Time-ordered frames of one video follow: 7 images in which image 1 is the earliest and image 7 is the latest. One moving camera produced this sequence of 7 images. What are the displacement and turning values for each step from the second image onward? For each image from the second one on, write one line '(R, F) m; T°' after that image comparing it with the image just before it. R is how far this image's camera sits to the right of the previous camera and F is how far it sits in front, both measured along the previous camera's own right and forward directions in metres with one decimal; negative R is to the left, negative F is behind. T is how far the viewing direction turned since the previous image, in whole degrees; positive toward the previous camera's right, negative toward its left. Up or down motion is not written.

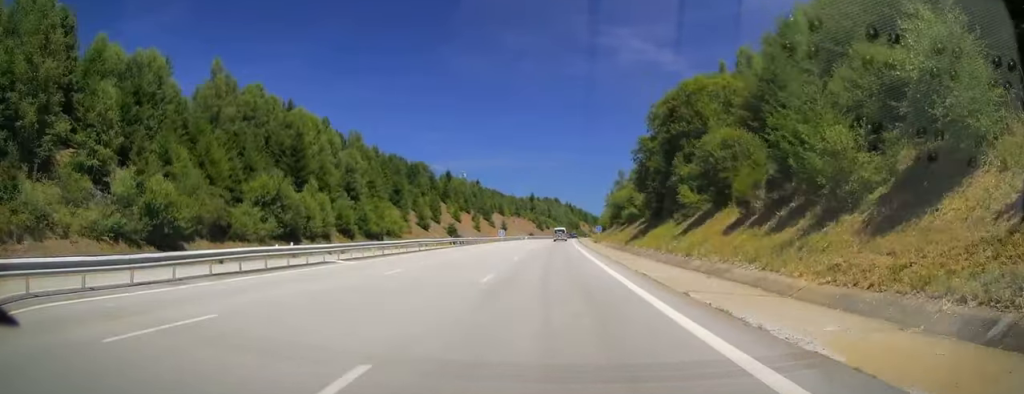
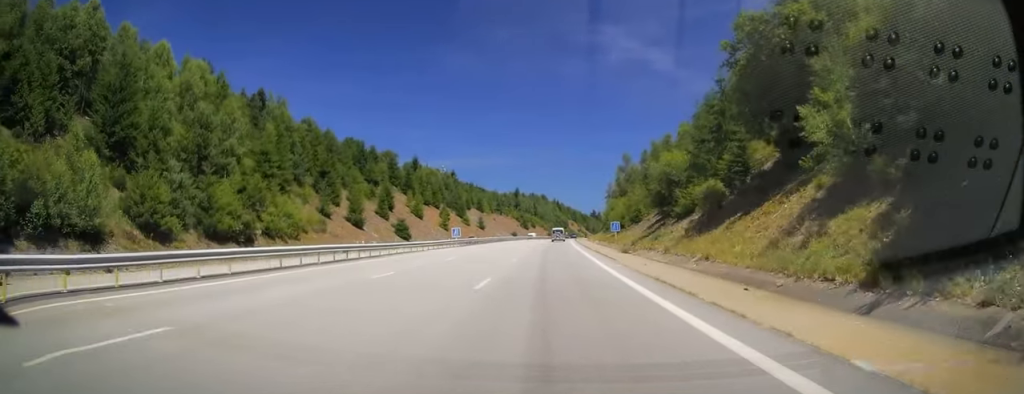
(+0.6, +40.4) m; +1°
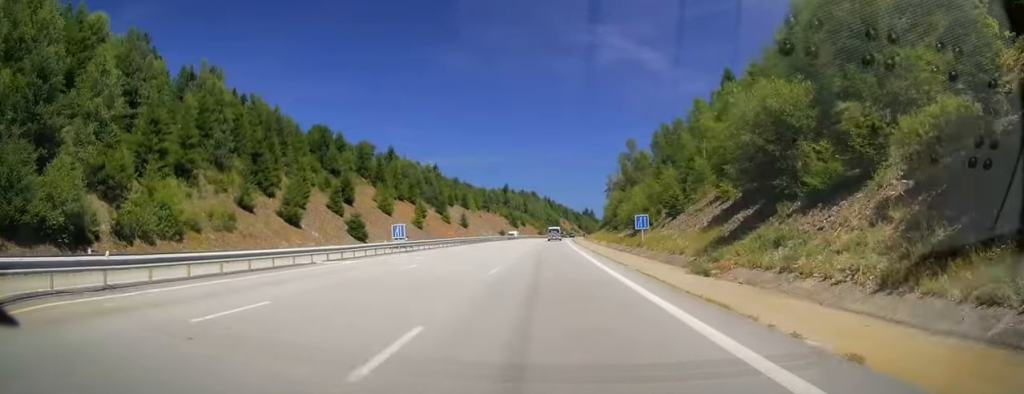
(+0.1, +22.2) m; +1°
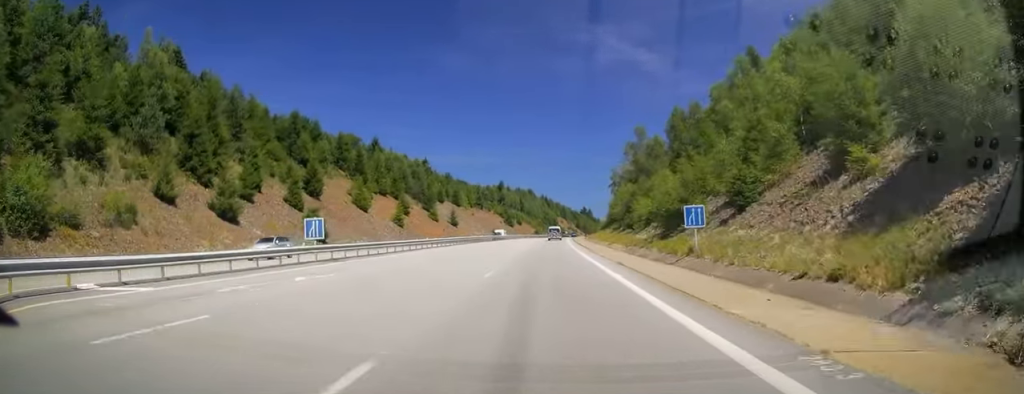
(+0.2, +15.3) m; 0°
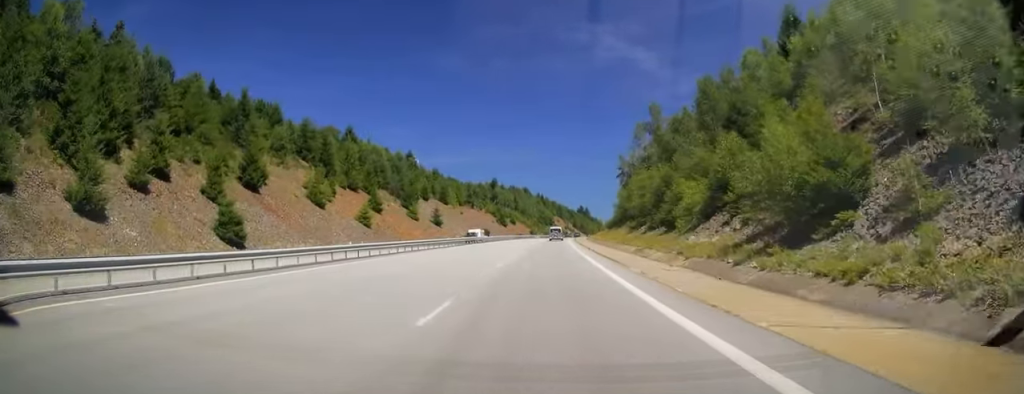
(0.0, +20.2) m; 0°
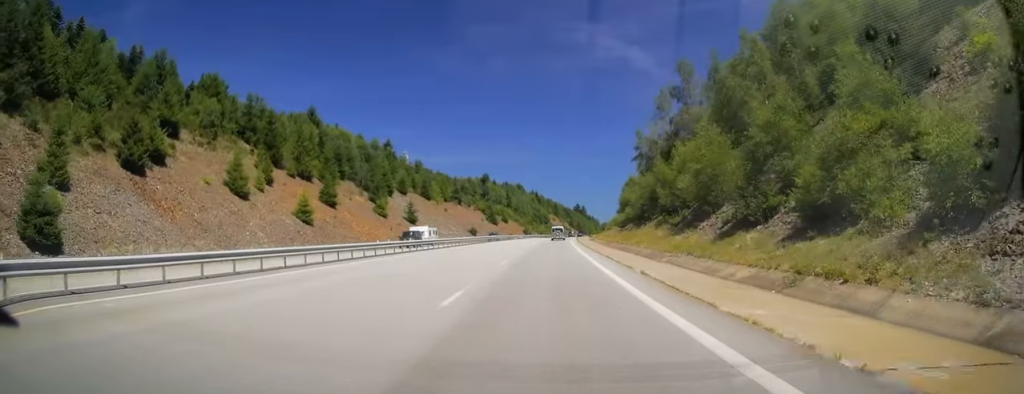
(-0.1, +23.7) m; +1°
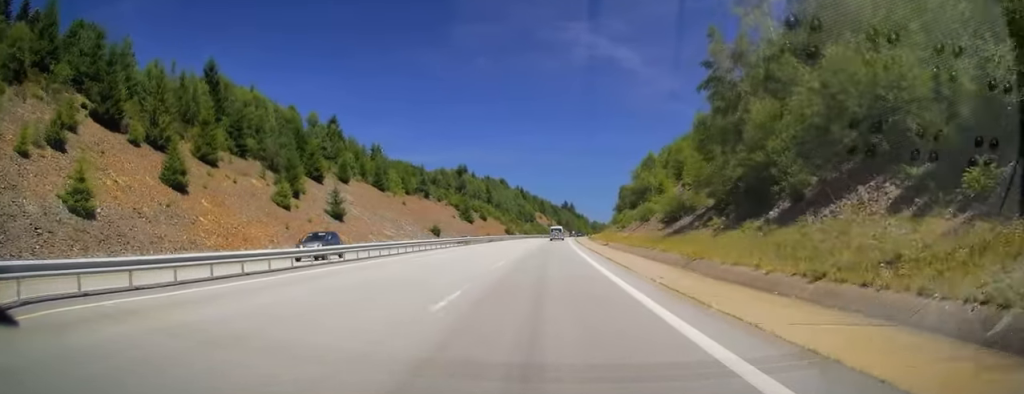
(+1.0, +39.4) m; +2°
